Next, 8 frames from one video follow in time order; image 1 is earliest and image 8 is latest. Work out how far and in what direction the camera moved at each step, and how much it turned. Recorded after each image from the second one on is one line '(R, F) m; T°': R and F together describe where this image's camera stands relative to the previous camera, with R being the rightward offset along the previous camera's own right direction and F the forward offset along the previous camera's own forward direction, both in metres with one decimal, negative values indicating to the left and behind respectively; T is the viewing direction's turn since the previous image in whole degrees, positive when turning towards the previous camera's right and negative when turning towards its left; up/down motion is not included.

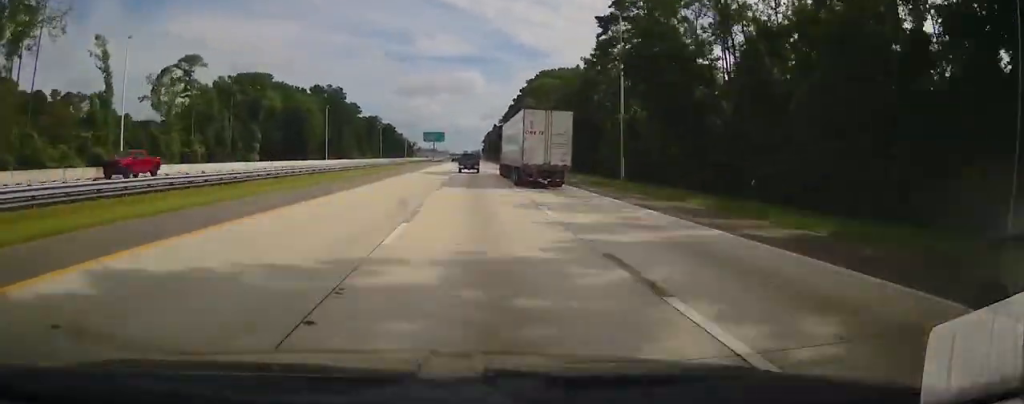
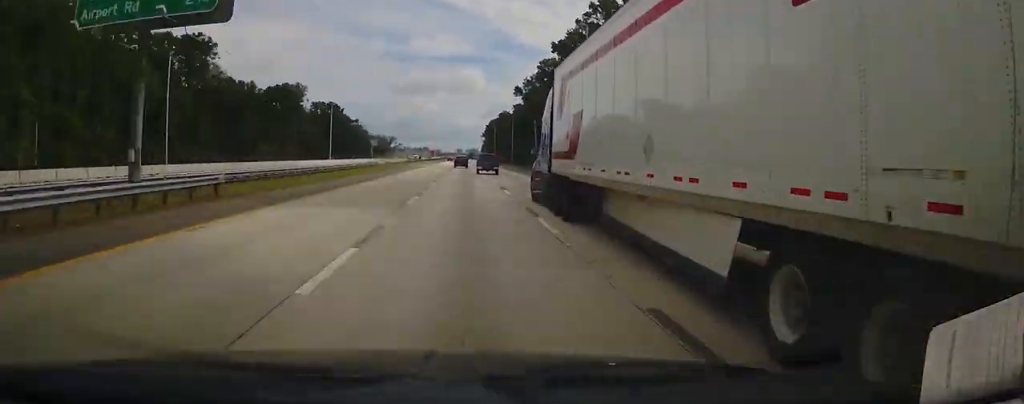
(-0.4, +159.1) m; 0°
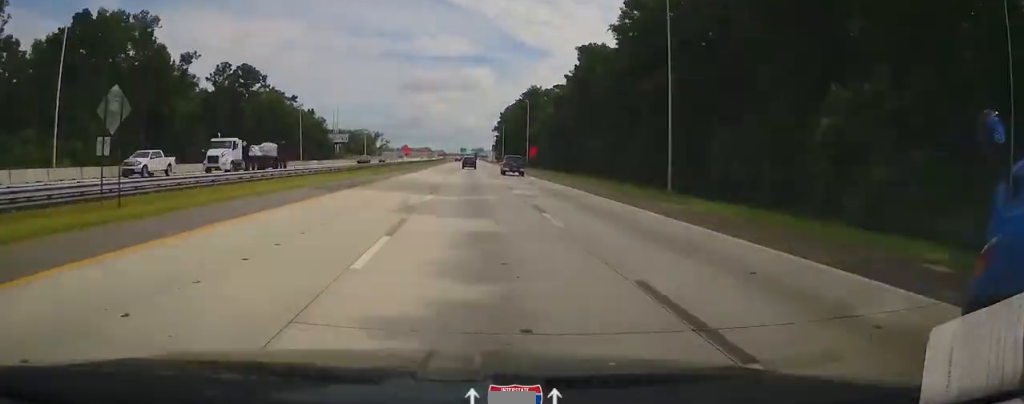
(-0.2, +105.4) m; 0°
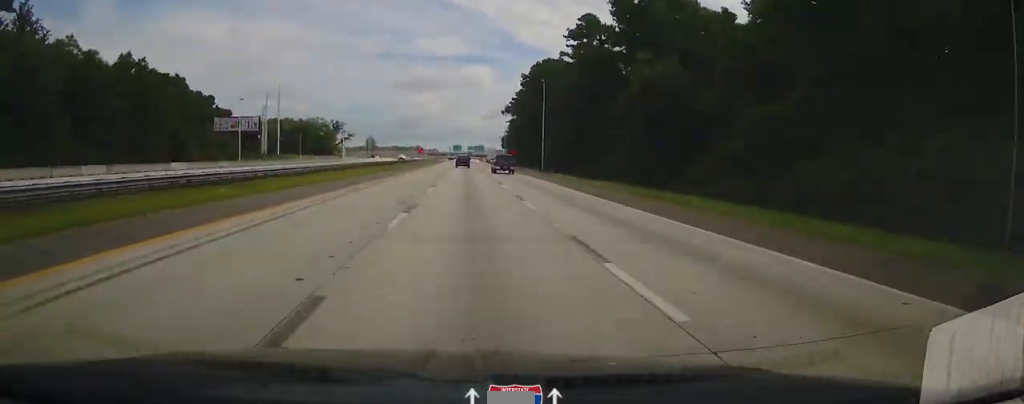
(+0.3, +112.9) m; 0°
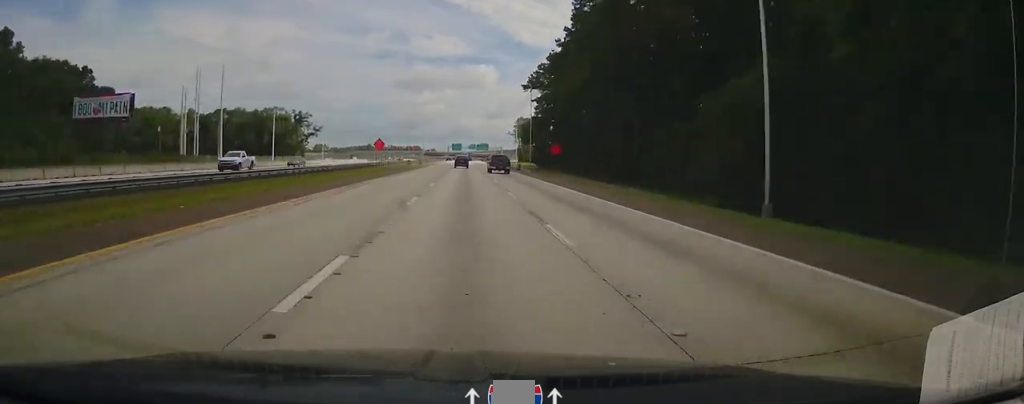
(0.0, +64.3) m; 0°
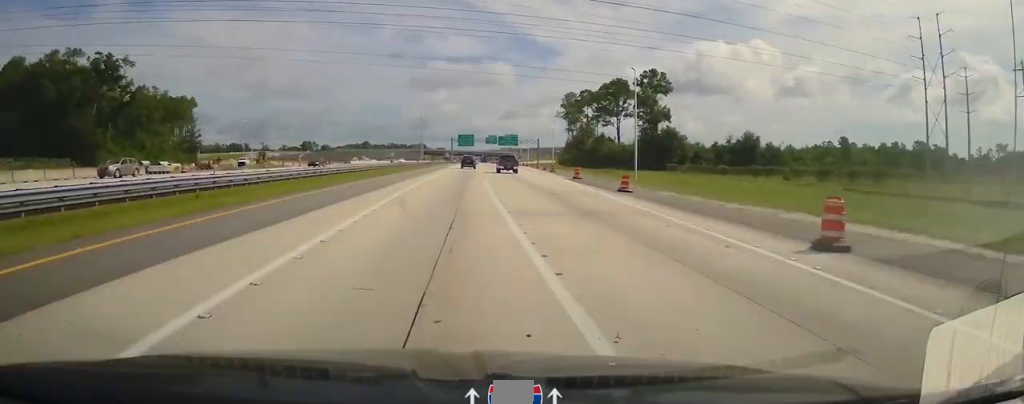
(-0.3, +125.6) m; 0°
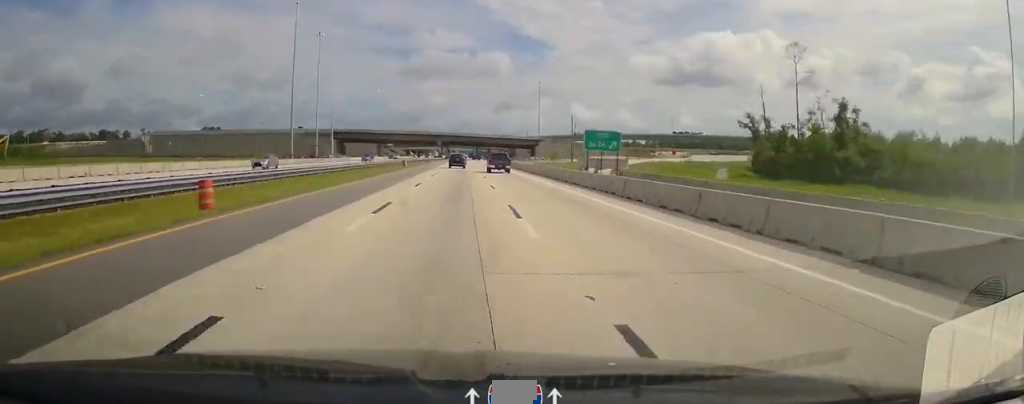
(+1.2, +232.3) m; 0°
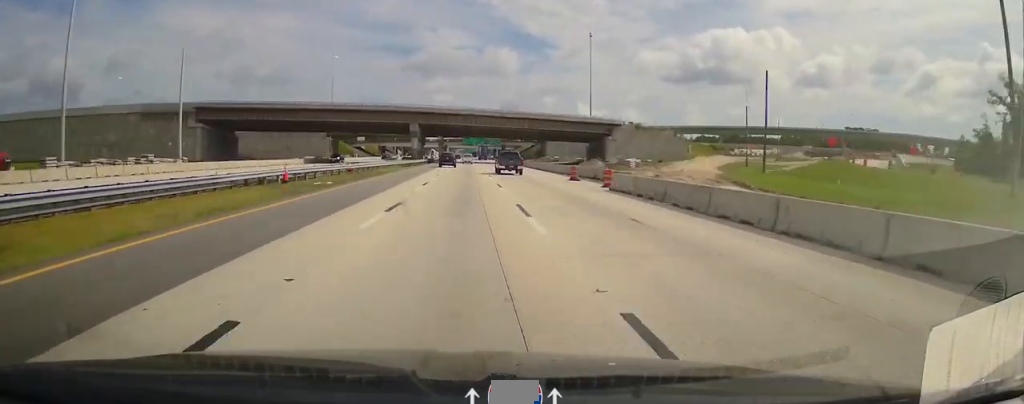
(+0.1, +87.1) m; 0°
